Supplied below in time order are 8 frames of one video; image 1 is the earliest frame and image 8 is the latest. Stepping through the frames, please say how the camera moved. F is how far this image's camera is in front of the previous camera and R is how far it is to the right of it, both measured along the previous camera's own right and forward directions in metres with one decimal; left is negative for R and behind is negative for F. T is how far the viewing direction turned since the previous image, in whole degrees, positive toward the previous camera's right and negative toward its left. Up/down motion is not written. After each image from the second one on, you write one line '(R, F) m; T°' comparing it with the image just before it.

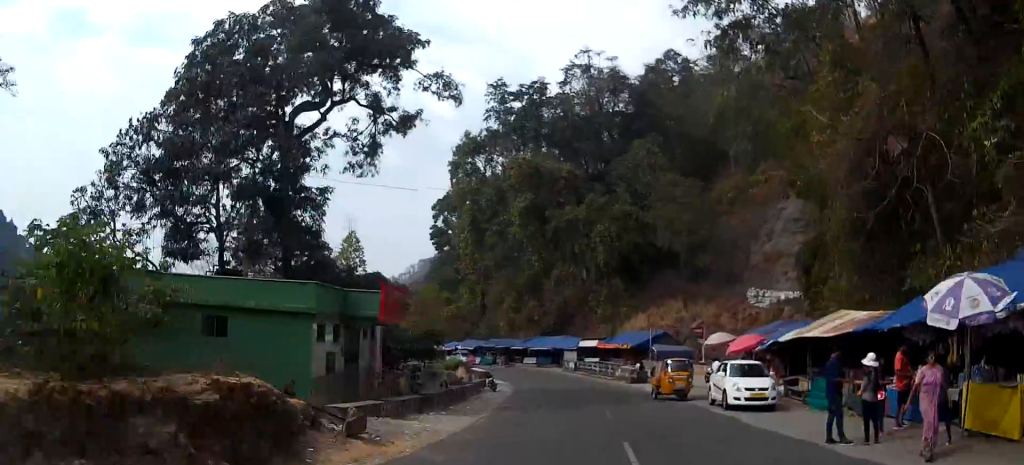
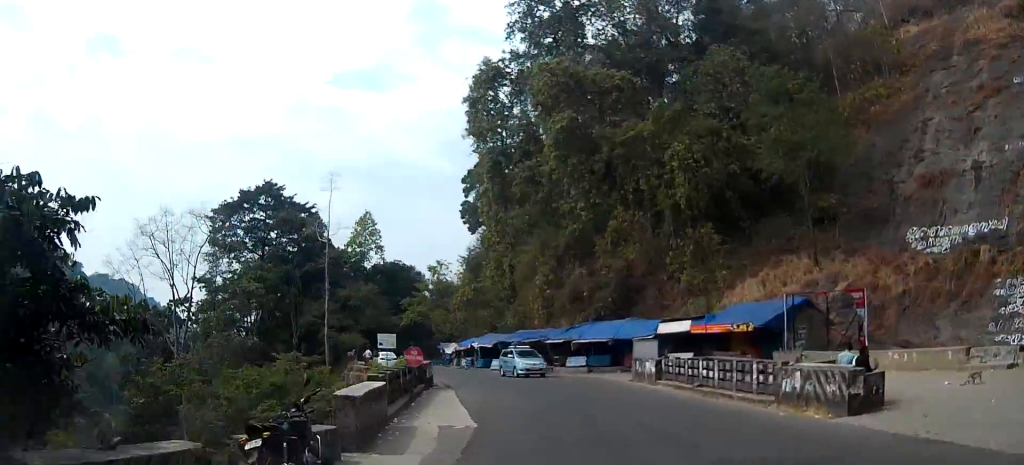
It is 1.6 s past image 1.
(-1.0, +26.8) m; -5°
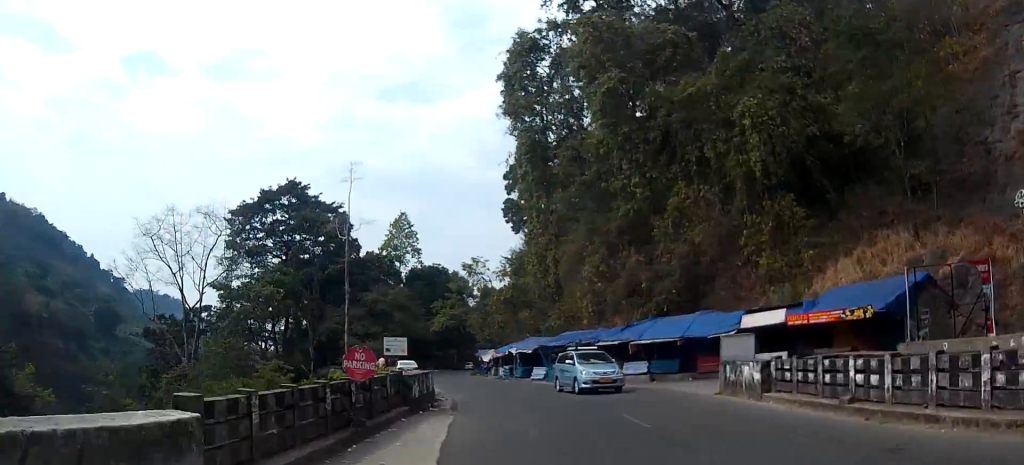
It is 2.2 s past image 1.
(0.0, +8.7) m; -2°
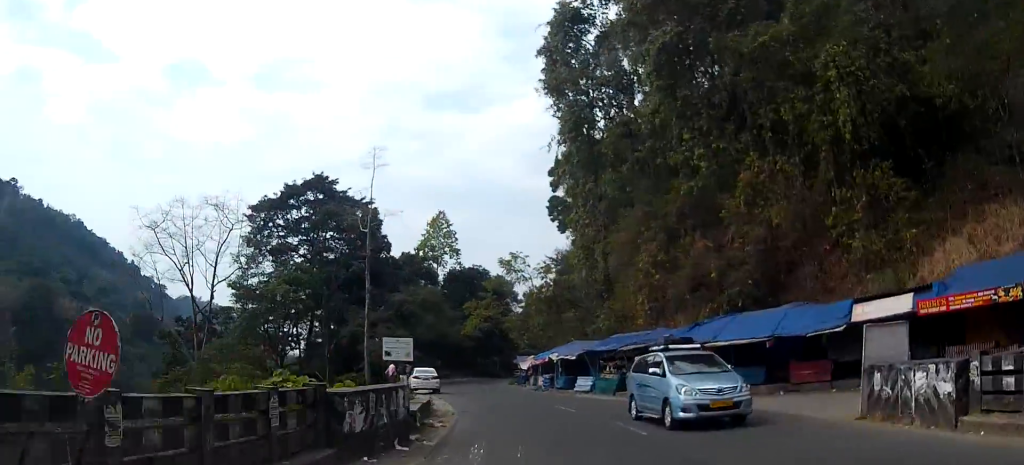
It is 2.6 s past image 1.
(-0.2, +7.6) m; -3°
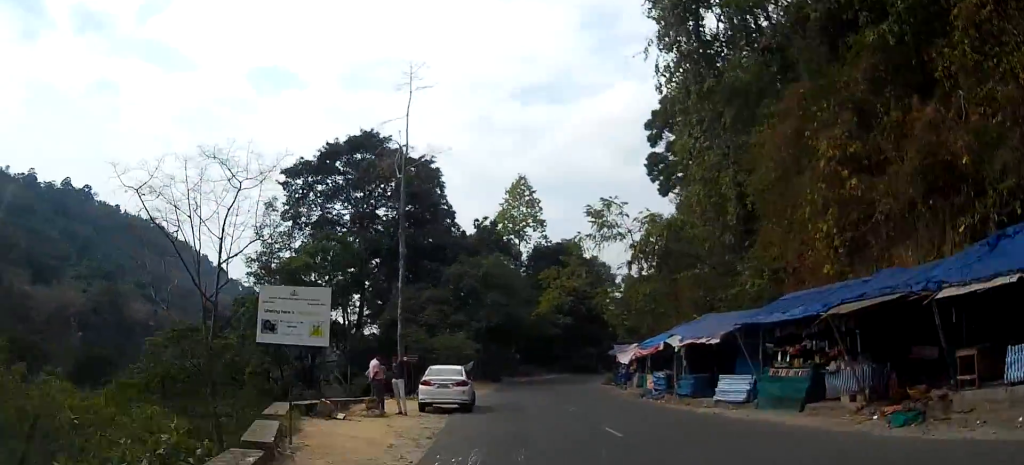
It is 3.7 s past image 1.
(-0.8, +16.8) m; -5°
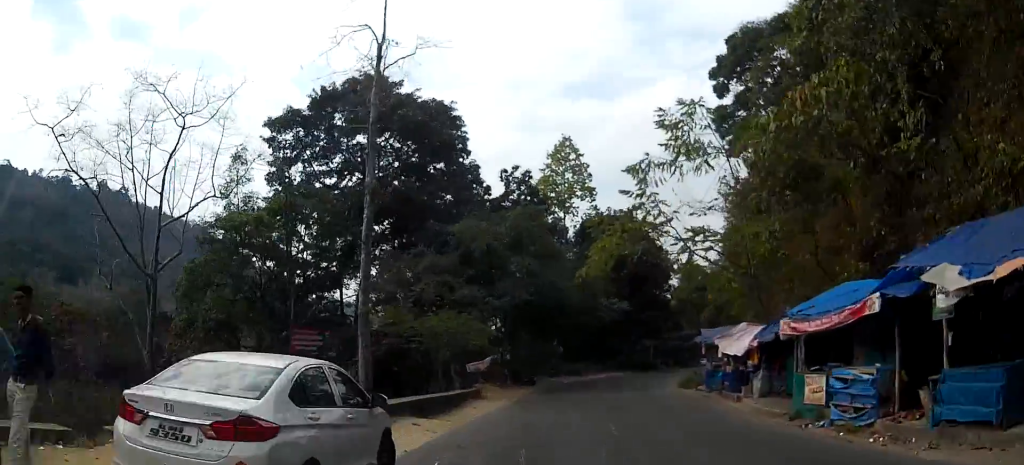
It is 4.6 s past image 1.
(-0.5, +15.7) m; -2°
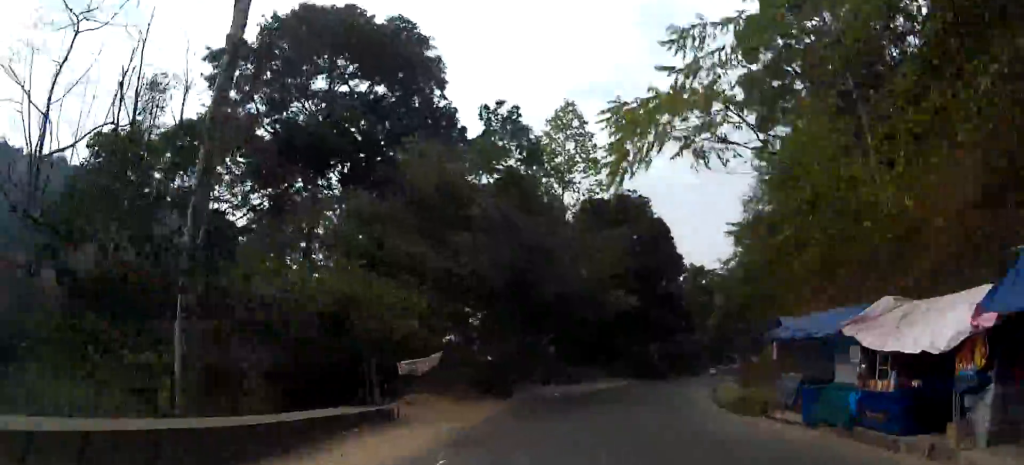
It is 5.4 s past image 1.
(-0.1, +12.0) m; 0°
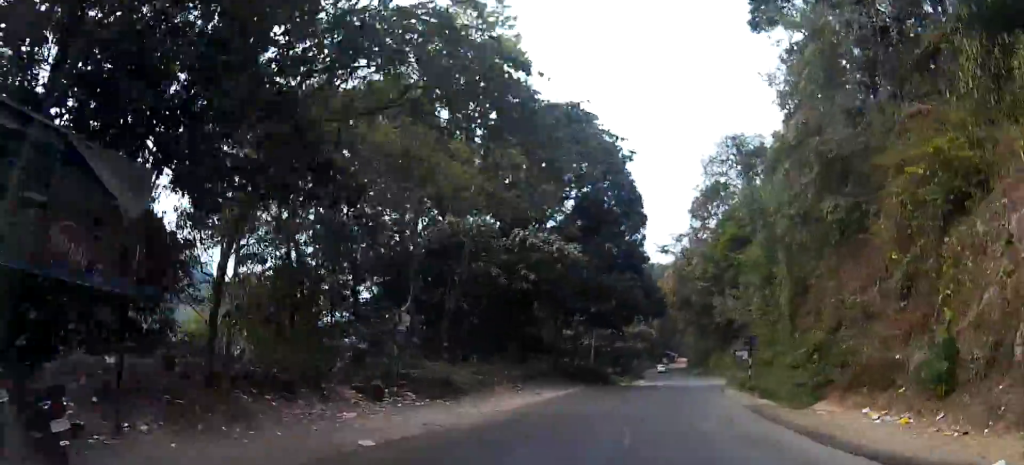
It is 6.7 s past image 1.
(+0.3, +21.6) m; +3°
